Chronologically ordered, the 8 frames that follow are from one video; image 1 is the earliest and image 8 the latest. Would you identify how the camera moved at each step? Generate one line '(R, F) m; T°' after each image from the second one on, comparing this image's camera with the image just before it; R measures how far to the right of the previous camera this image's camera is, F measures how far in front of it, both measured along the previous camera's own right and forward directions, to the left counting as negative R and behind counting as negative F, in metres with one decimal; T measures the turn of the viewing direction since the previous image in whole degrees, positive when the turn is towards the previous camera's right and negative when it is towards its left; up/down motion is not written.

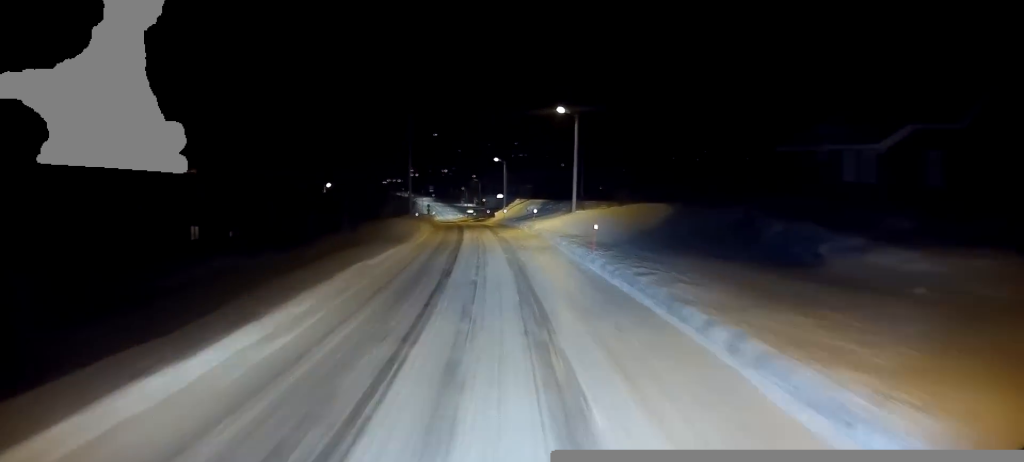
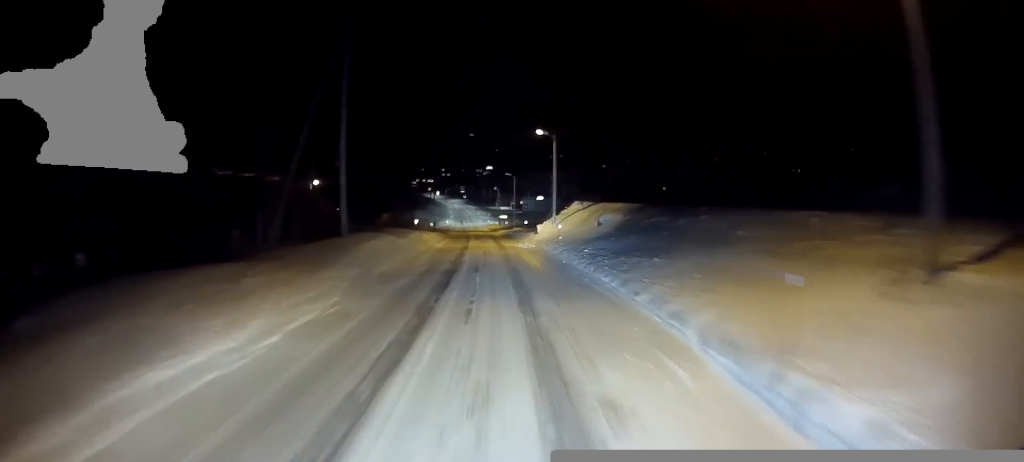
(-1.0, +31.1) m; -4°
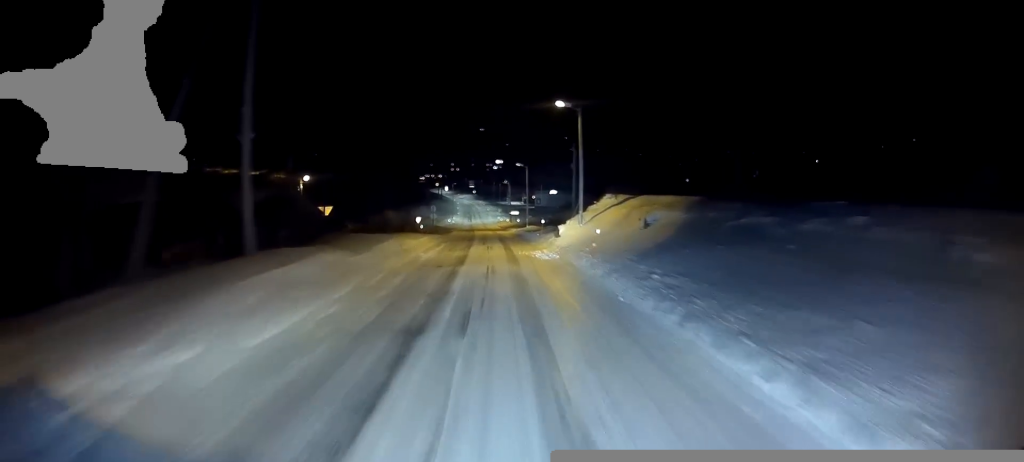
(-0.1, +9.4) m; -1°
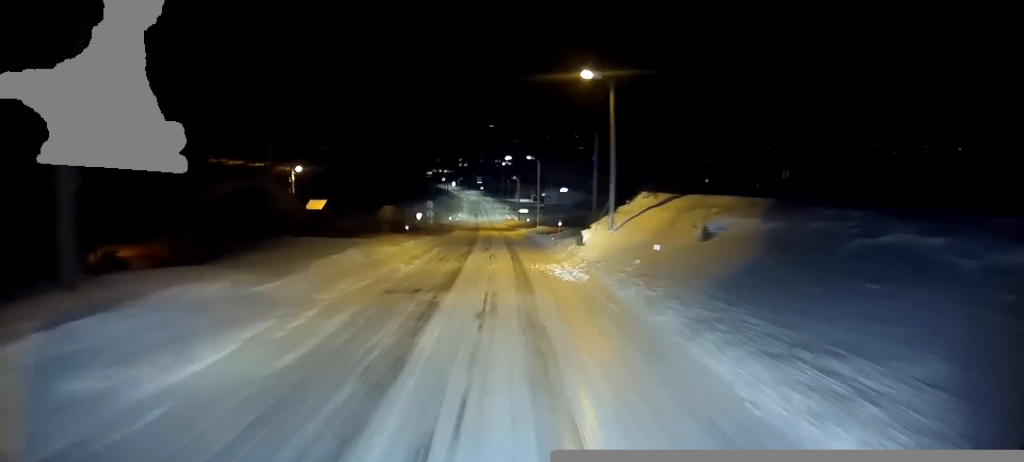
(0.0, +7.4) m; -1°
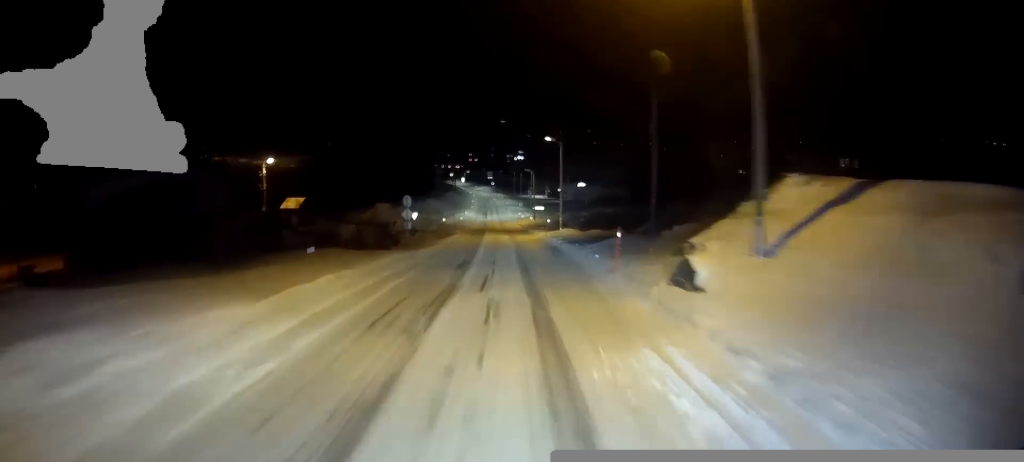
(-0.2, +13.6) m; -1°
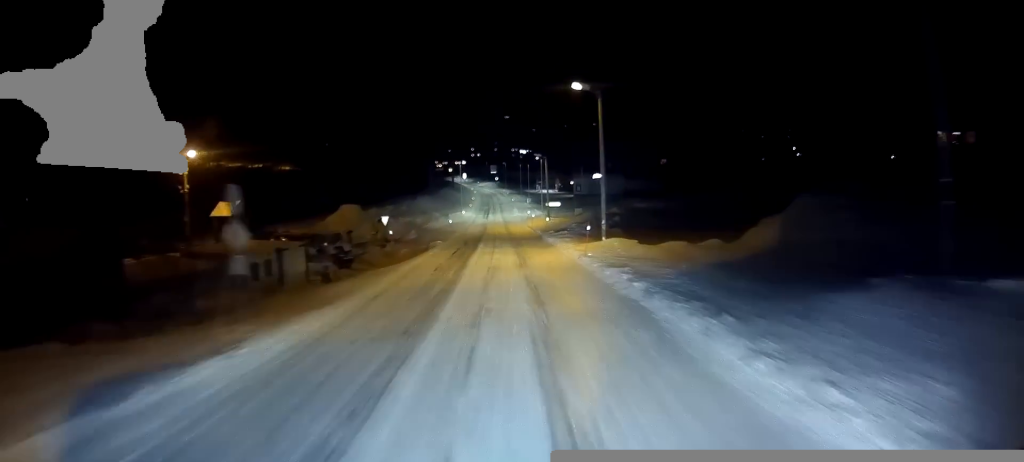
(-0.1, +19.2) m; -1°
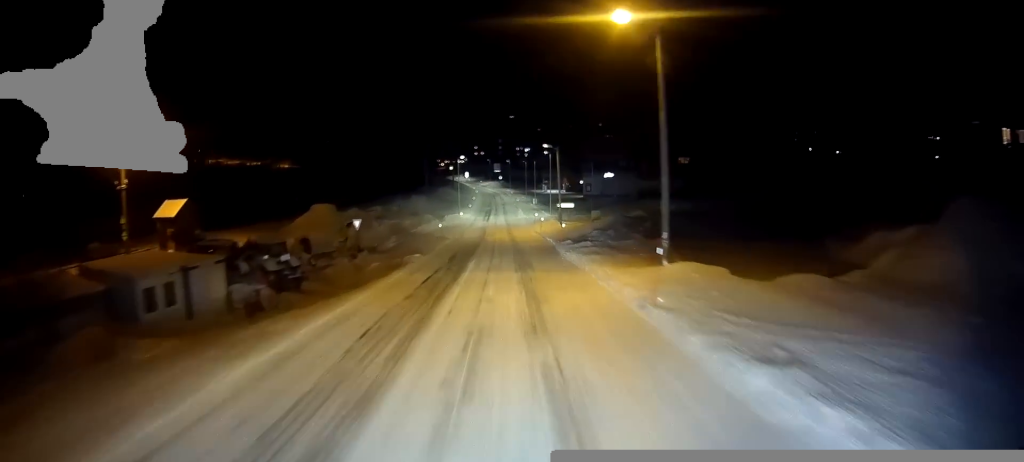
(-0.1, +10.7) m; 0°
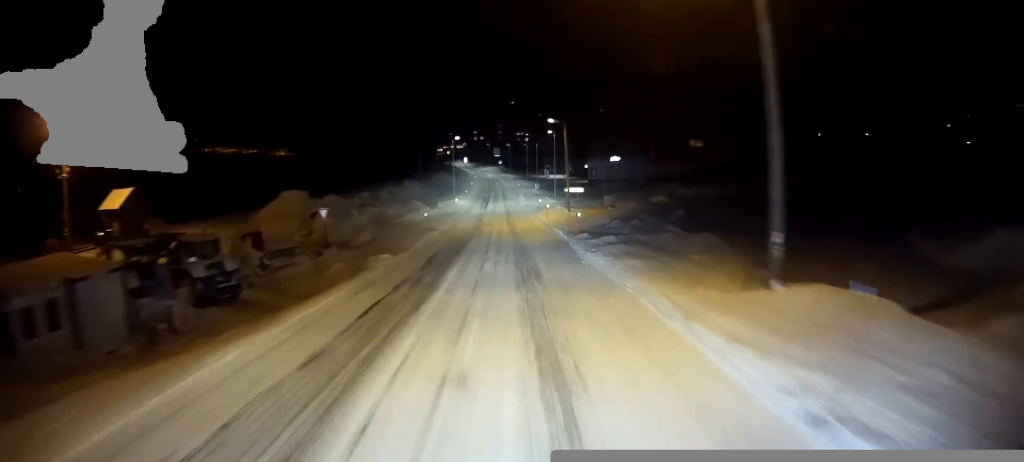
(0.0, +7.8) m; 0°
